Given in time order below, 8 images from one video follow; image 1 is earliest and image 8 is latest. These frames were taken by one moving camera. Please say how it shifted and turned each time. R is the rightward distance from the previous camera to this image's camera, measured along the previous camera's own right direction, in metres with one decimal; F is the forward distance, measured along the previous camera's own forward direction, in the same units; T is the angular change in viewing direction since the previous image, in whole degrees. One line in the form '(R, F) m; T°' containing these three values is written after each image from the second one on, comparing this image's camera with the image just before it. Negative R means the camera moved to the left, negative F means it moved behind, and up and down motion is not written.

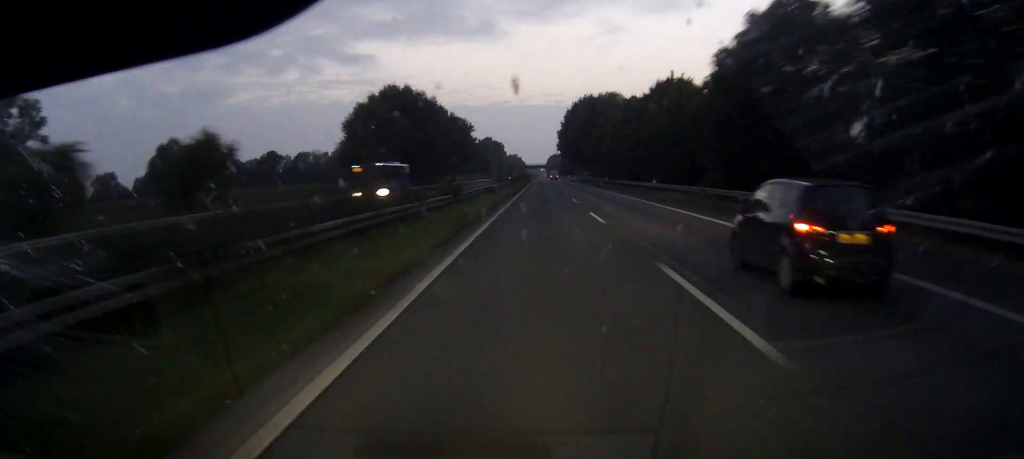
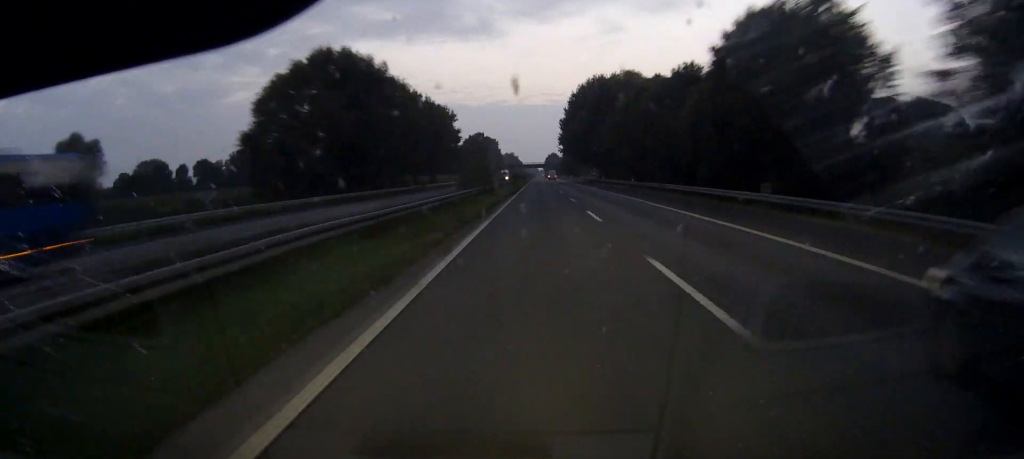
(0.0, +34.1) m; 0°
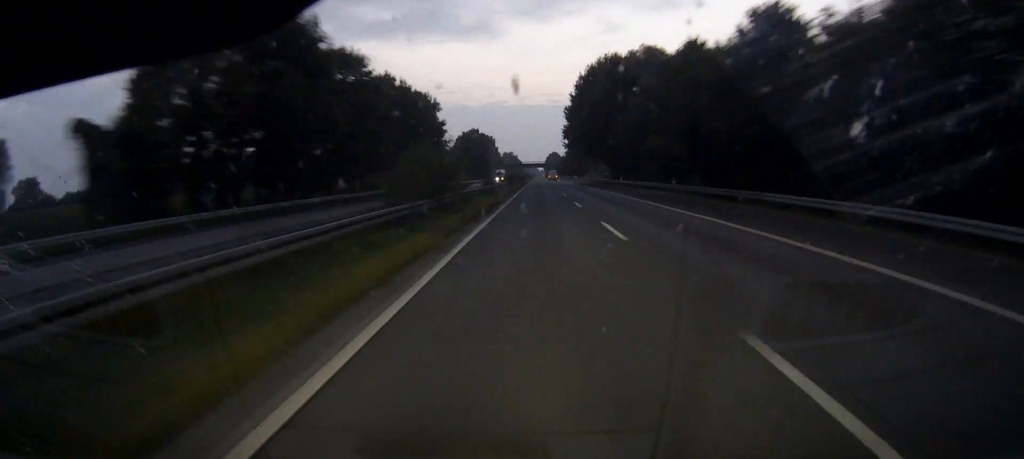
(-0.1, +24.6) m; 0°
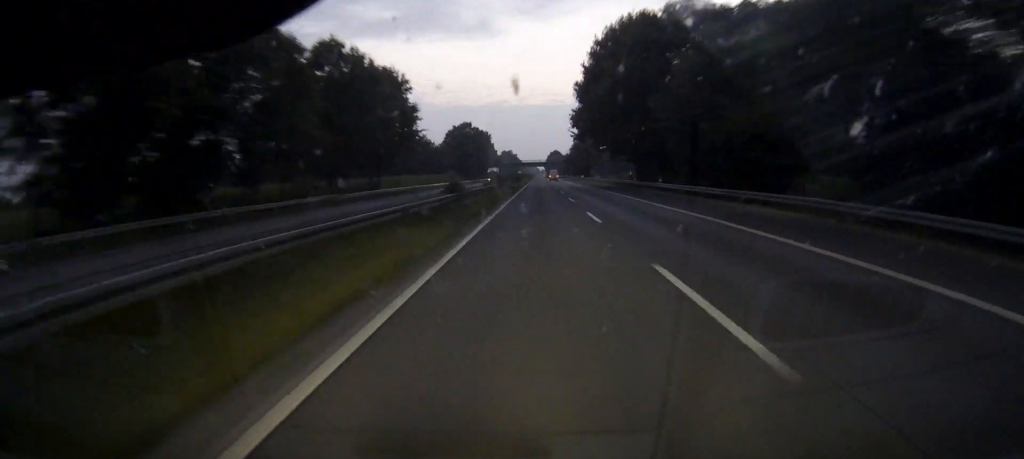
(0.0, +29.5) m; 0°
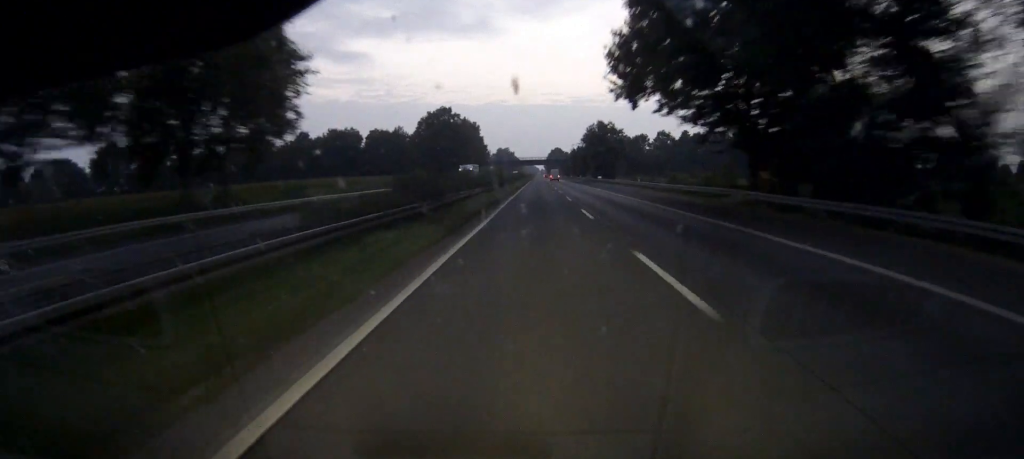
(-0.1, +51.1) m; 0°
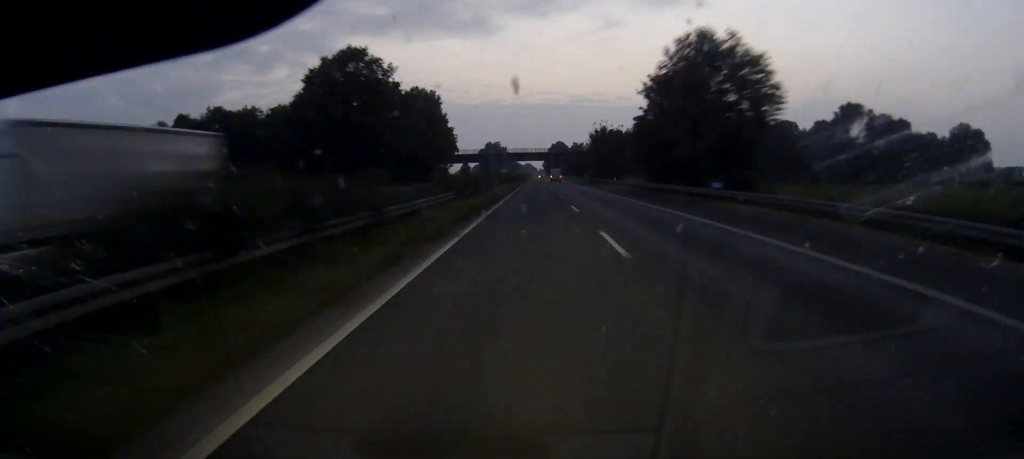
(-0.1, +84.8) m; 0°
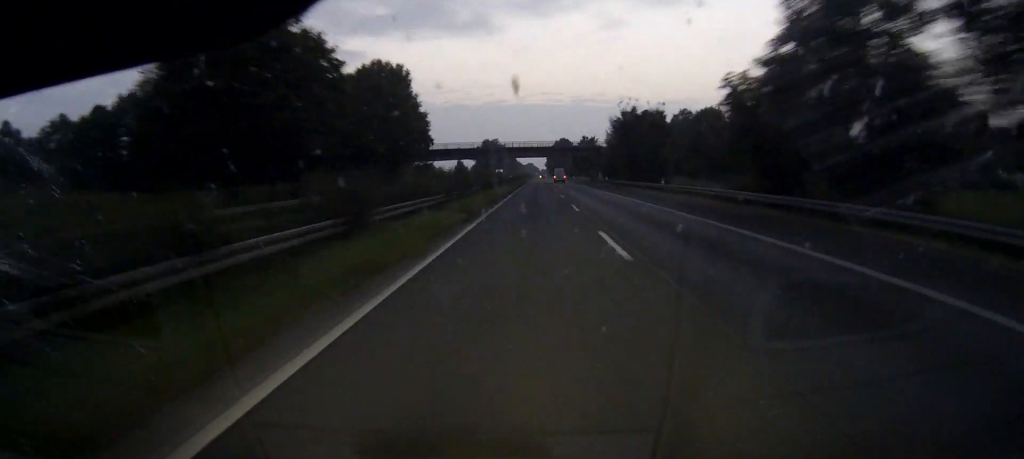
(0.0, +35.2) m; 0°
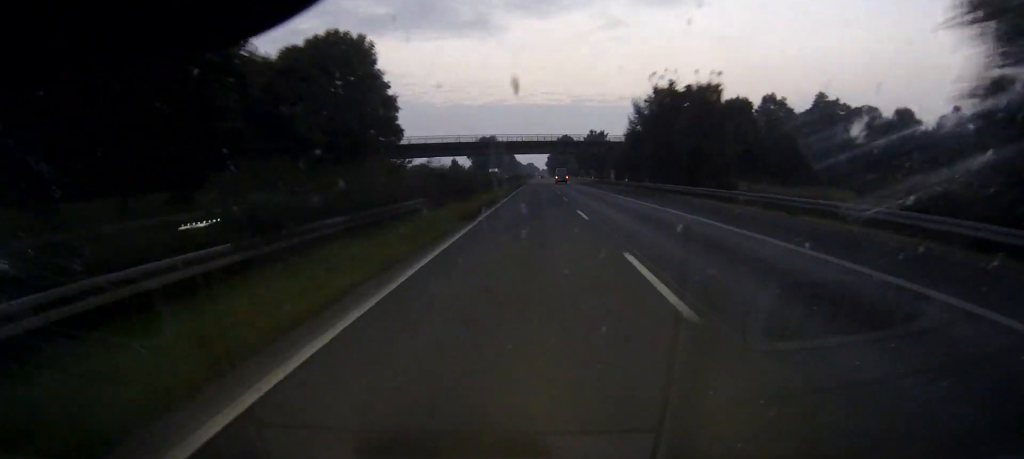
(0.0, +23.5) m; 0°
